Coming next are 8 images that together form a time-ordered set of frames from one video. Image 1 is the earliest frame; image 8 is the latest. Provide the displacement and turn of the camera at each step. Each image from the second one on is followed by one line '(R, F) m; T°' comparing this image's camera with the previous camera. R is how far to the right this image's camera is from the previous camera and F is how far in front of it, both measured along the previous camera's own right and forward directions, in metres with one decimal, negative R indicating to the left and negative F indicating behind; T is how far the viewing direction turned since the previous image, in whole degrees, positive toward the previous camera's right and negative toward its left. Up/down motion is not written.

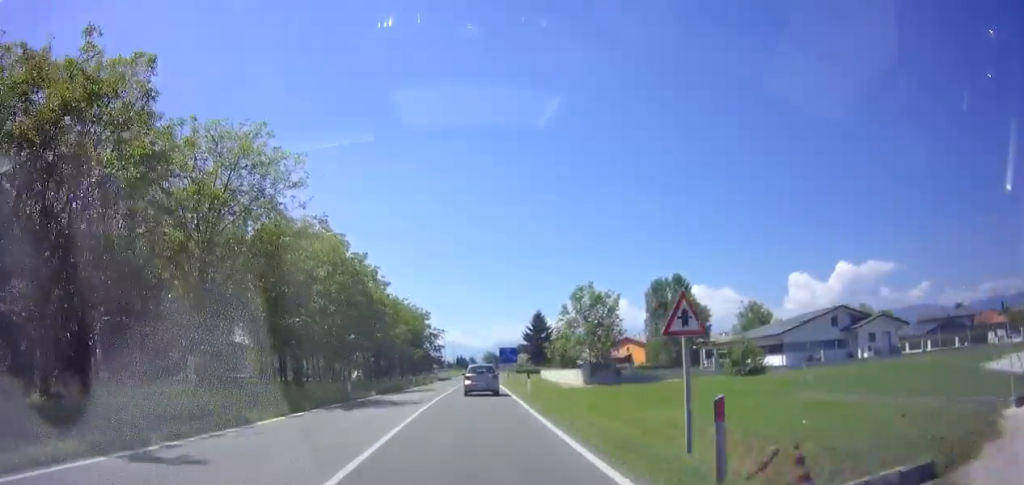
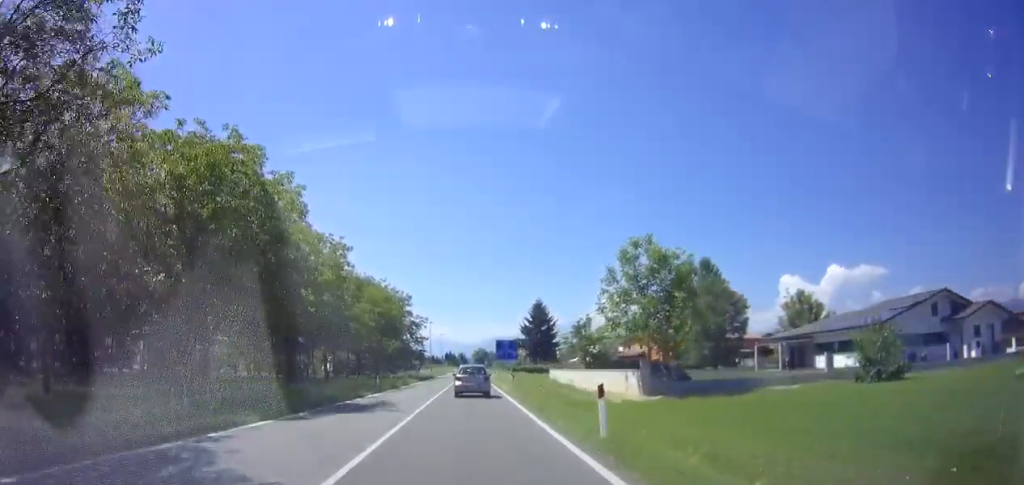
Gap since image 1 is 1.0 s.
(+0.1, +15.3) m; +1°
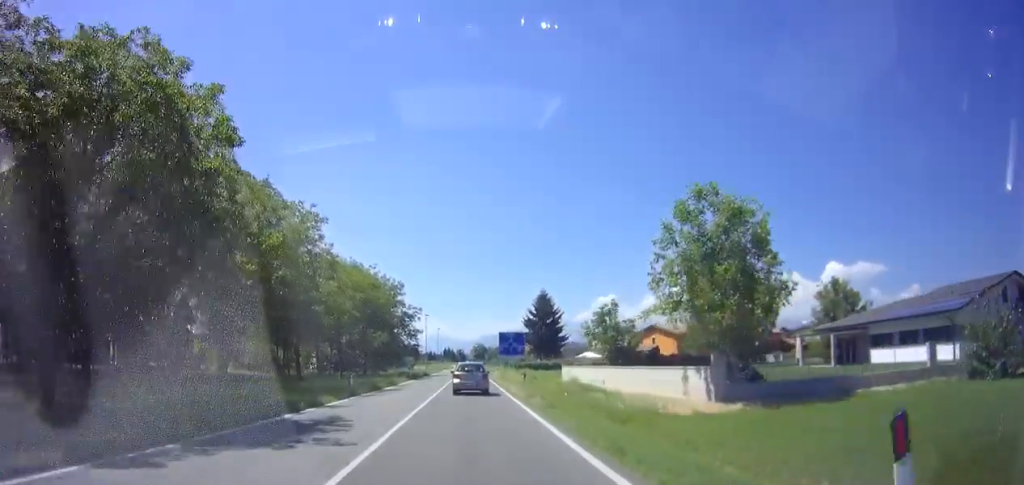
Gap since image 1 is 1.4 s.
(-0.1, +7.4) m; +1°
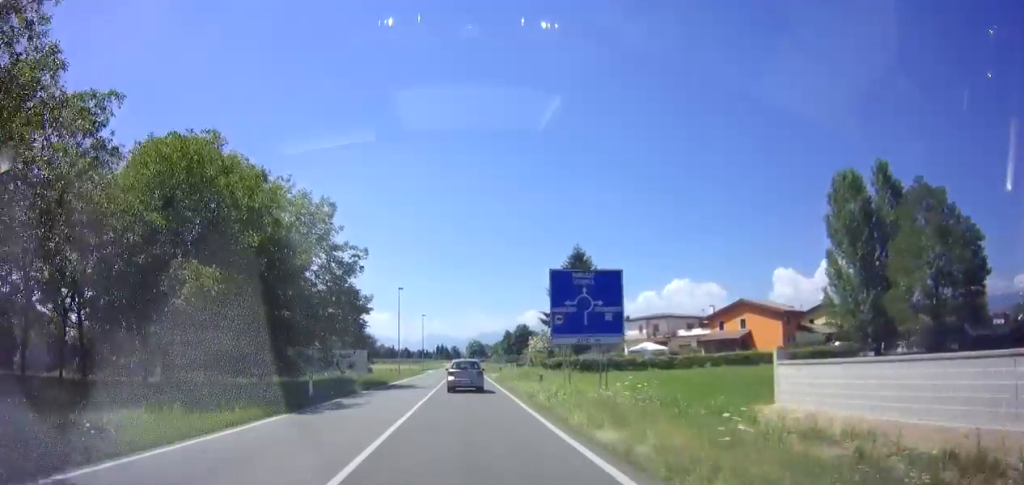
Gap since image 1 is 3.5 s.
(+0.3, +31.8) m; 0°
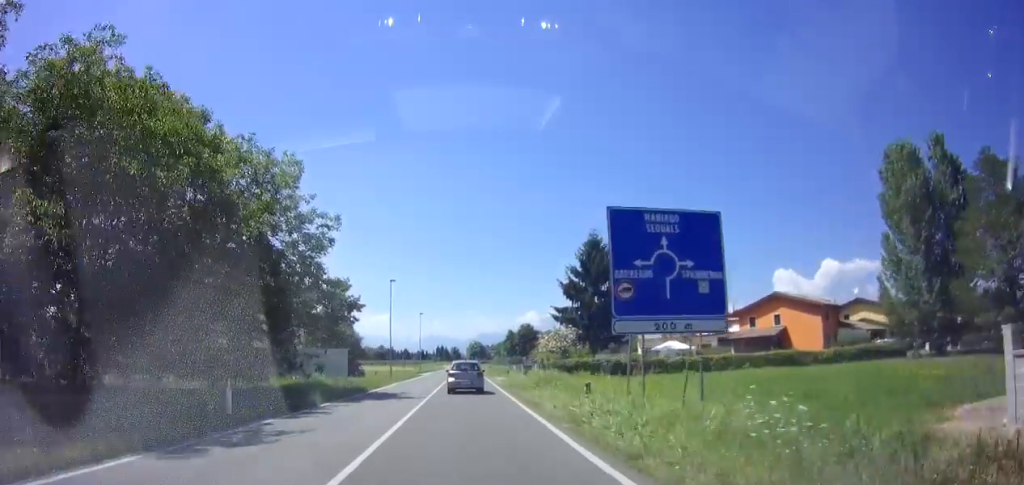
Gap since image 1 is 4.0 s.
(0.0, +7.6) m; +1°
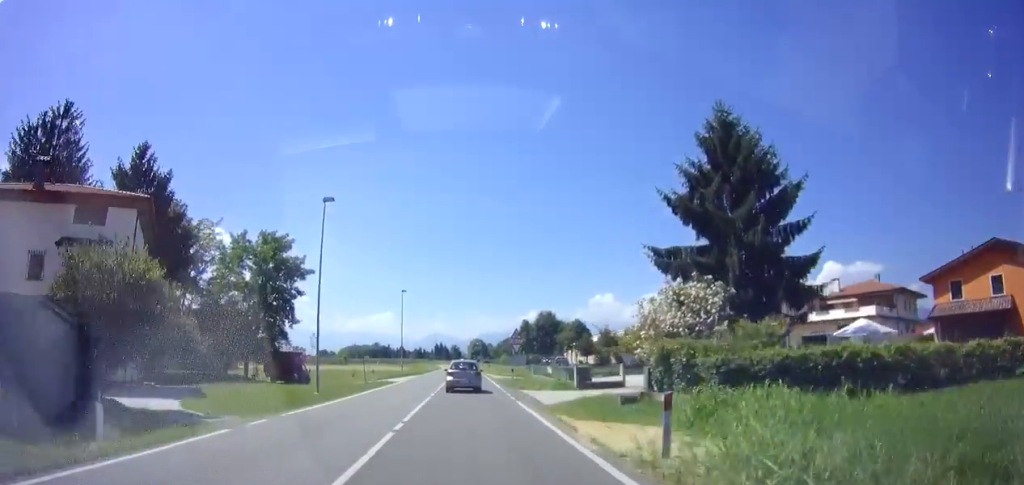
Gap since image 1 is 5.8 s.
(+0.6, +27.2) m; +1°
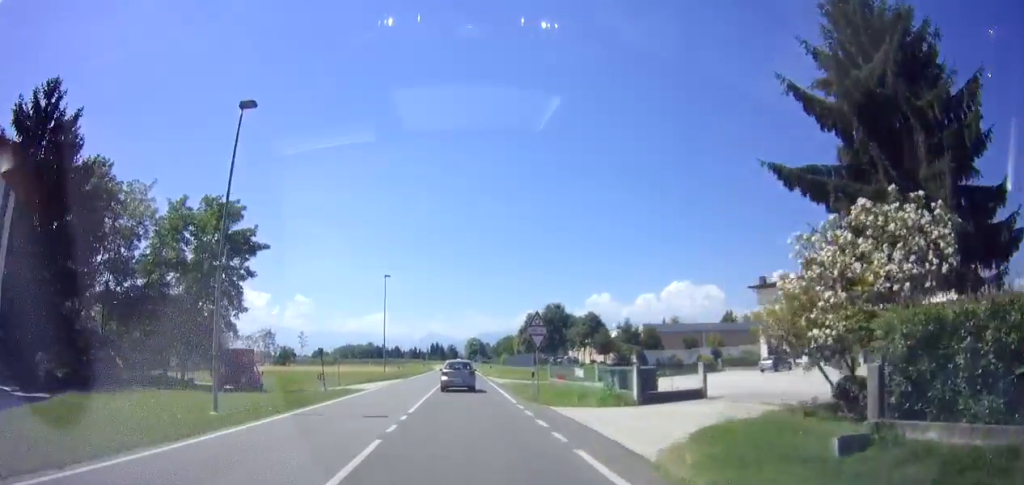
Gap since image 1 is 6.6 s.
(-0.2, +11.4) m; -1°
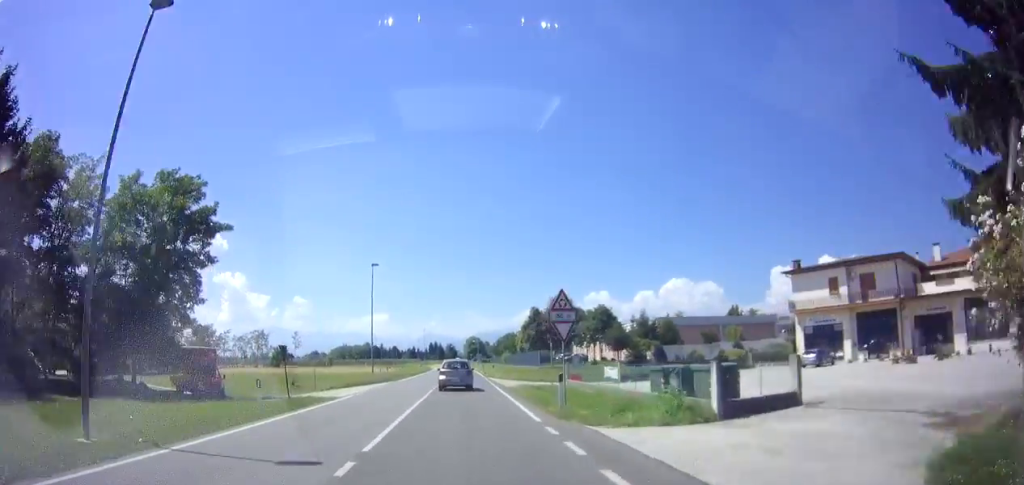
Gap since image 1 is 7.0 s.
(0.0, +6.3) m; 0°
